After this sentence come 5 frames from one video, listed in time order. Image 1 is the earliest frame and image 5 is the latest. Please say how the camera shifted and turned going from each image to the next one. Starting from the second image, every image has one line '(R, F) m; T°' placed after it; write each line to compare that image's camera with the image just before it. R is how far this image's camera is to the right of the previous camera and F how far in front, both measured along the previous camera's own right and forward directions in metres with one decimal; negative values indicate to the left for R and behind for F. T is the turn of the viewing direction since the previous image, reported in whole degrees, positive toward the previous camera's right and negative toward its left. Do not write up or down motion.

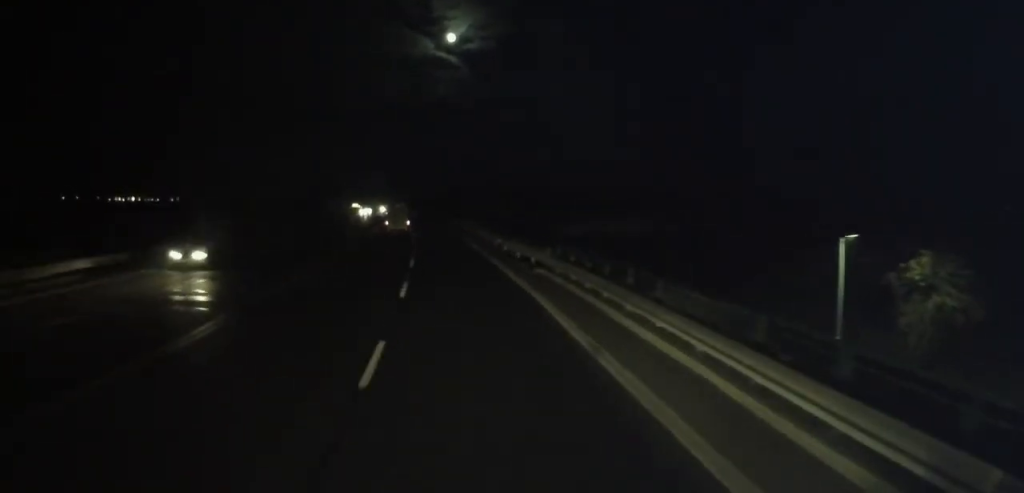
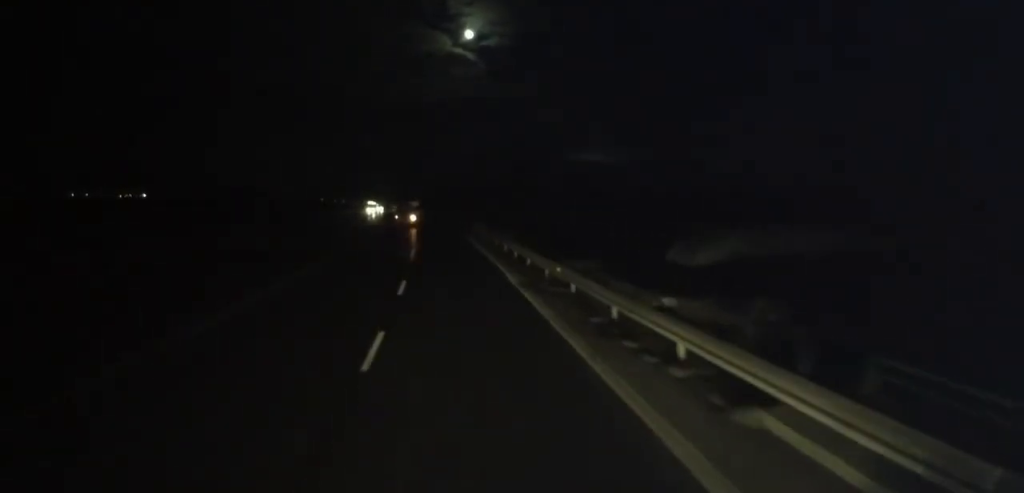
(-0.5, +16.0) m; -2°
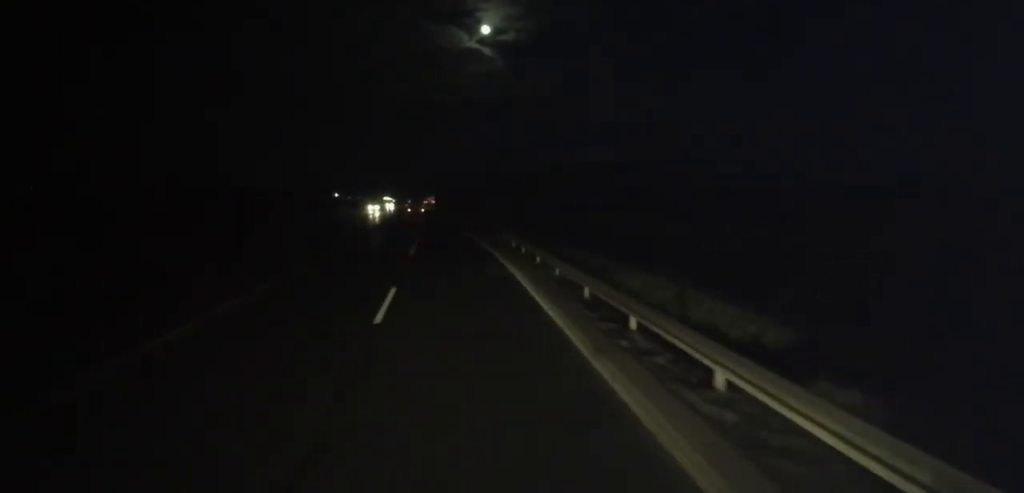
(0.0, +17.8) m; -1°
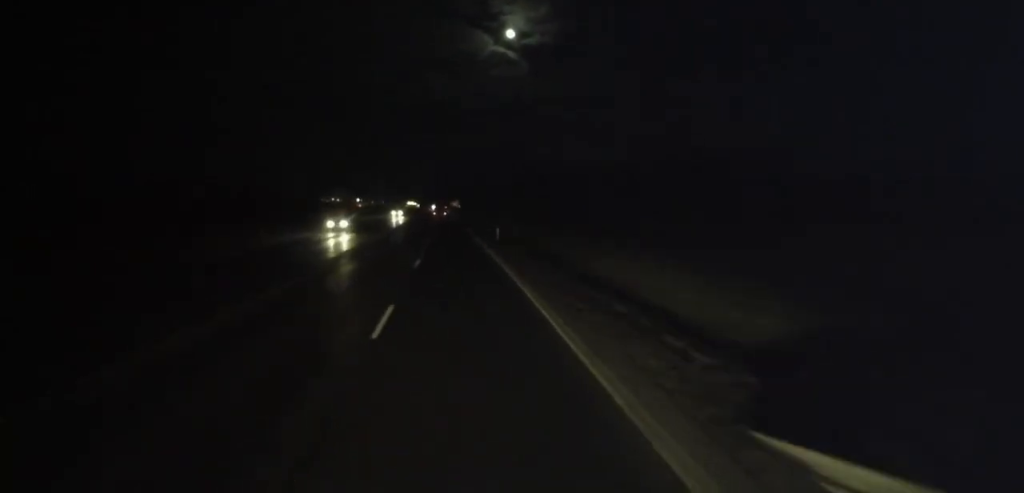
(-1.1, +29.1) m; -4°
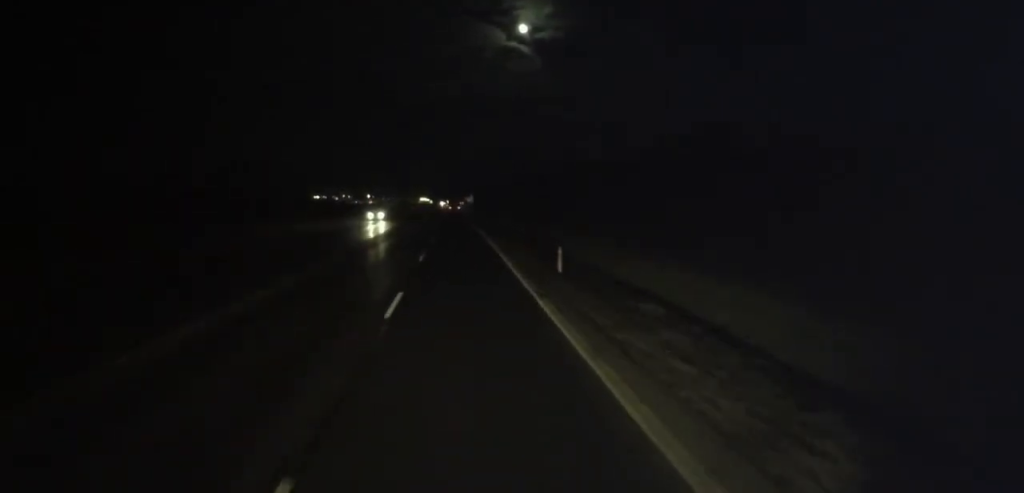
(-0.7, +24.6) m; -1°
